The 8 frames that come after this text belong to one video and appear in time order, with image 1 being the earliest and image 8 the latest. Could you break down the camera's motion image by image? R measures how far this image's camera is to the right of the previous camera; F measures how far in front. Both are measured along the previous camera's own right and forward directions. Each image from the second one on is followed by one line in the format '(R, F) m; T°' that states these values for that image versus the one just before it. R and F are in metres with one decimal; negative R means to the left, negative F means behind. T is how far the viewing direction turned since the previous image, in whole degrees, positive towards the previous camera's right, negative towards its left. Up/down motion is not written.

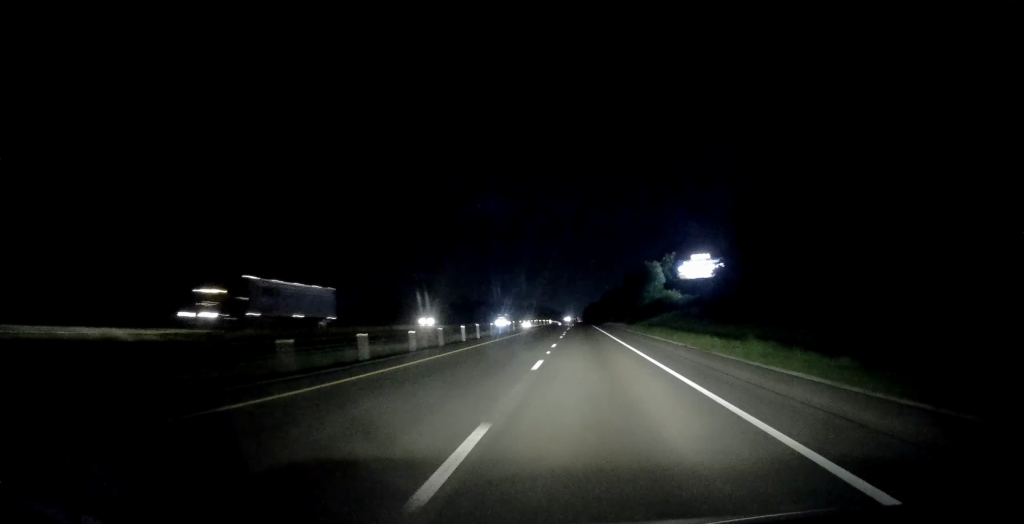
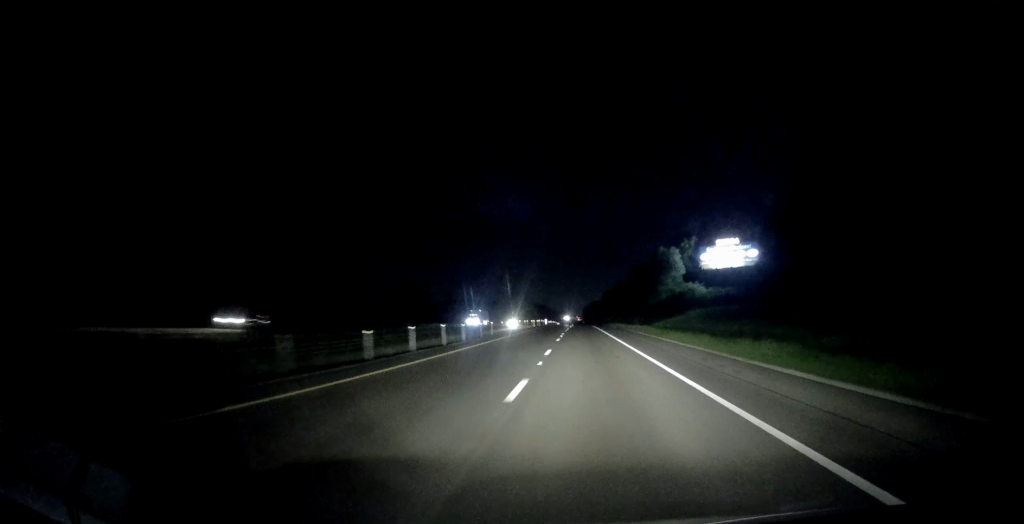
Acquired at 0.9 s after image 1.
(+0.4, +30.3) m; 0°
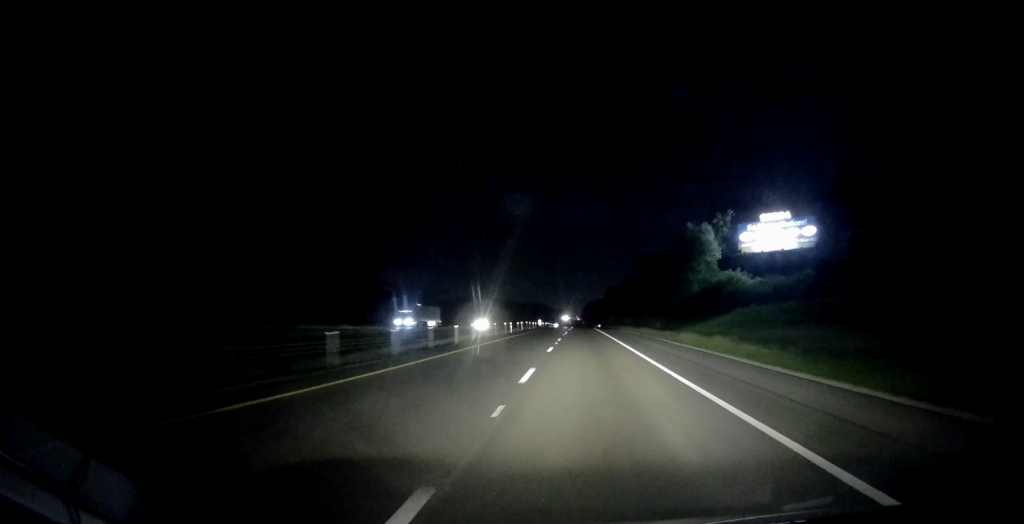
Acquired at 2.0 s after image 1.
(-0.3, +33.5) m; -1°
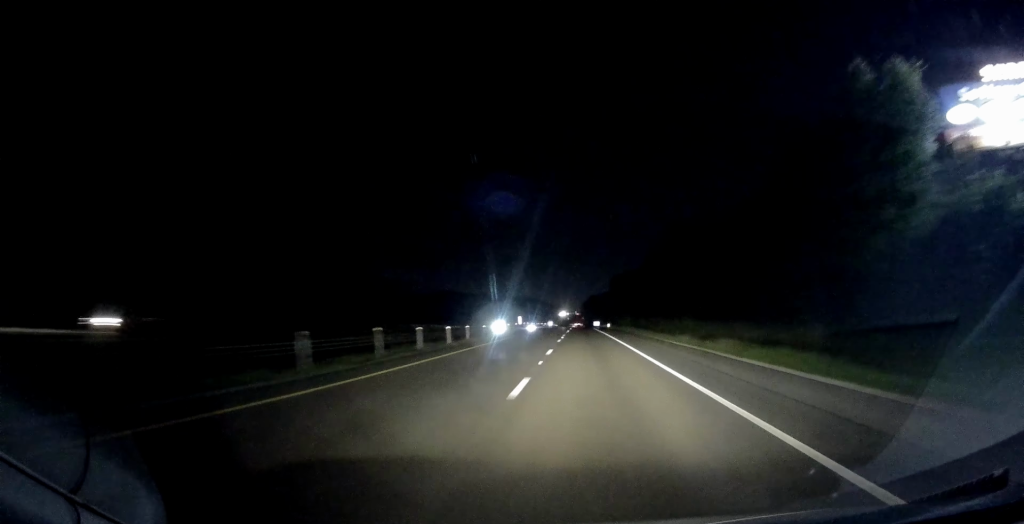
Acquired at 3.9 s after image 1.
(+0.2, +62.7) m; +1°
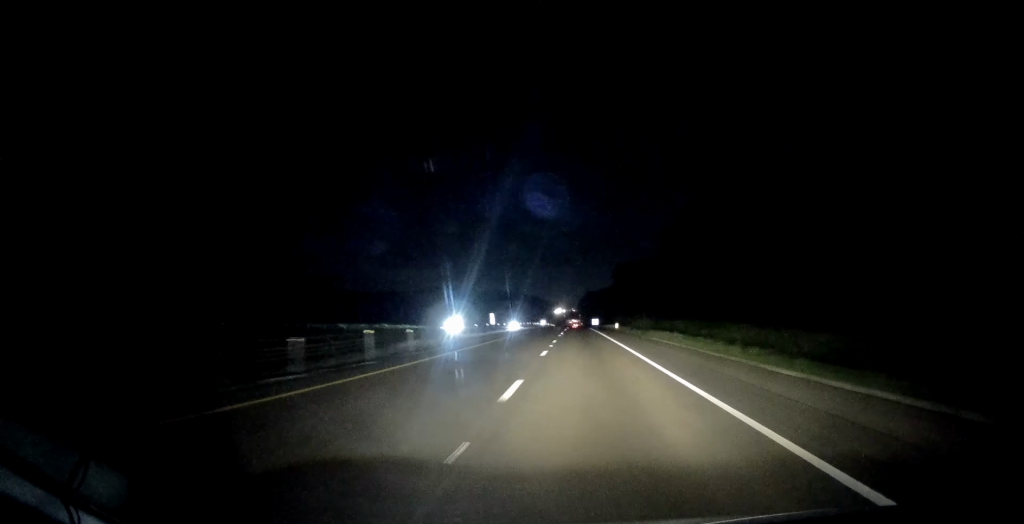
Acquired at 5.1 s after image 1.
(+0.1, +37.9) m; -1°
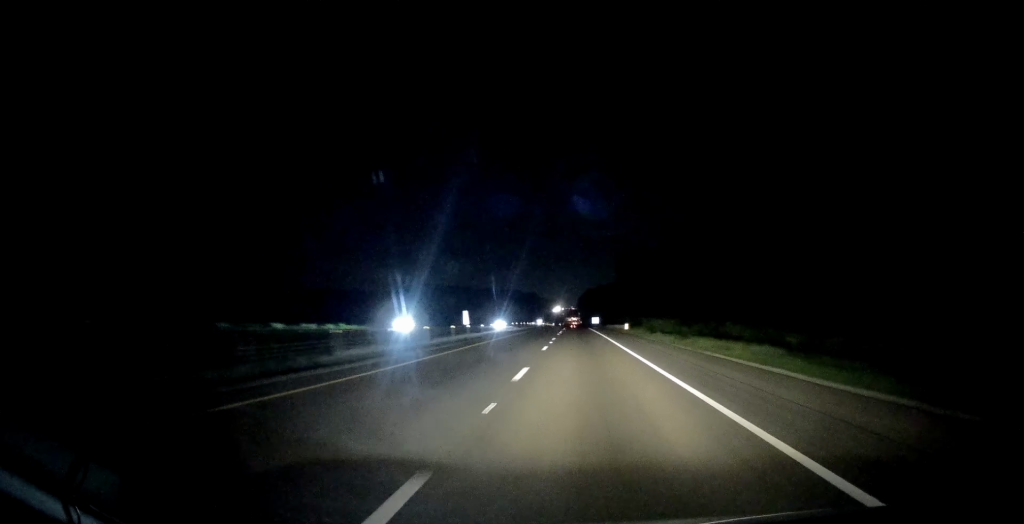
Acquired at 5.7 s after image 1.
(-0.2, +20.5) m; 0°
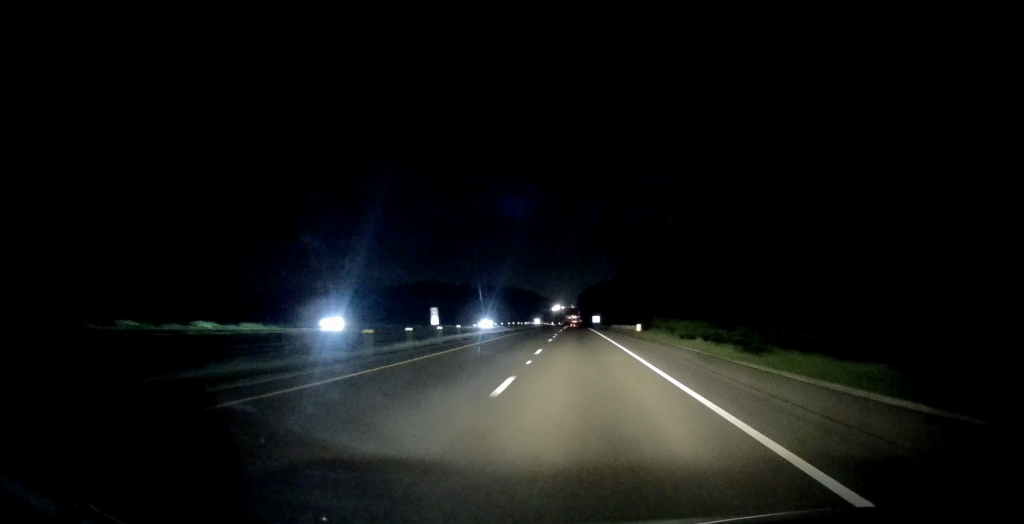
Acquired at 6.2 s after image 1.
(-0.3, +15.1) m; 0°
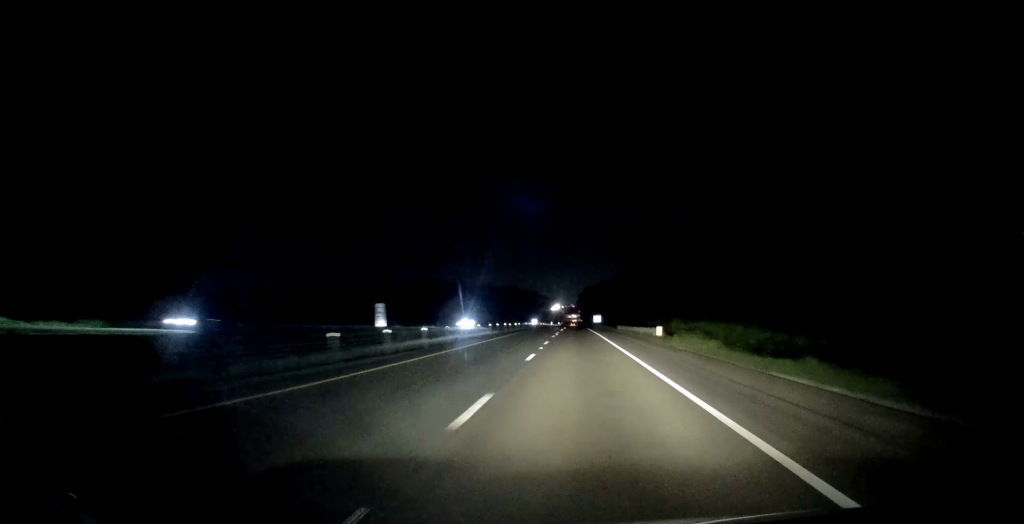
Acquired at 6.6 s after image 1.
(+0.3, +15.2) m; 0°
